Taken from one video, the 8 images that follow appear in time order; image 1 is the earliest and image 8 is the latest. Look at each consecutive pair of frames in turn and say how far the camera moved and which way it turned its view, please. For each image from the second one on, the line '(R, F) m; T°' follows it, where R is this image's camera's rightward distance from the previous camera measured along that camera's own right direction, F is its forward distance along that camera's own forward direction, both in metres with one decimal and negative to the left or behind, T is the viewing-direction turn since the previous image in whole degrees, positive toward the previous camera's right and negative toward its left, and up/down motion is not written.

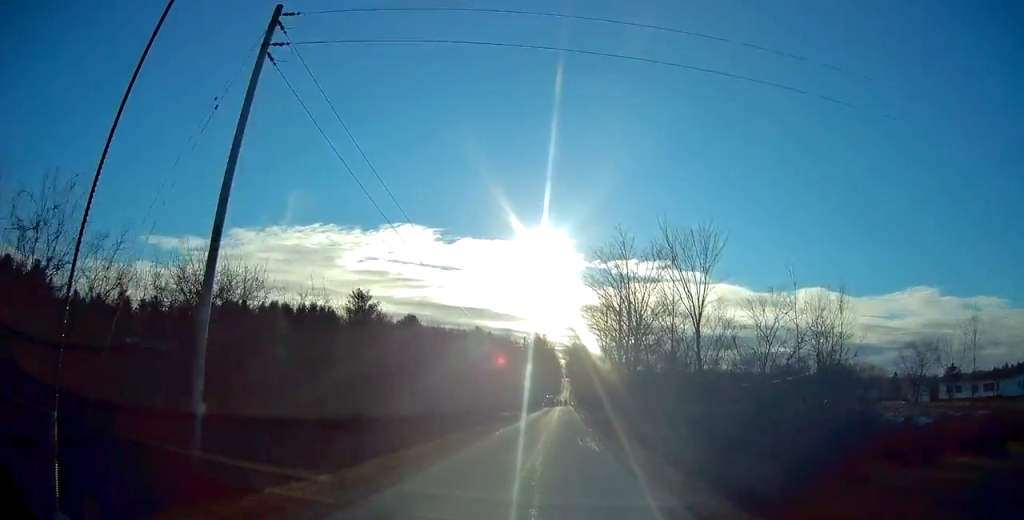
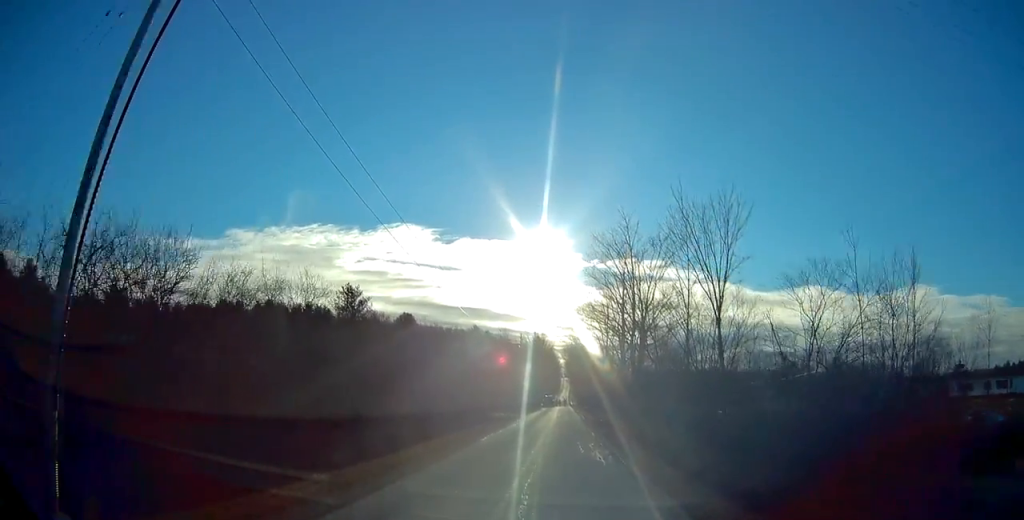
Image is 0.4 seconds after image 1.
(0.0, +4.0) m; 0°
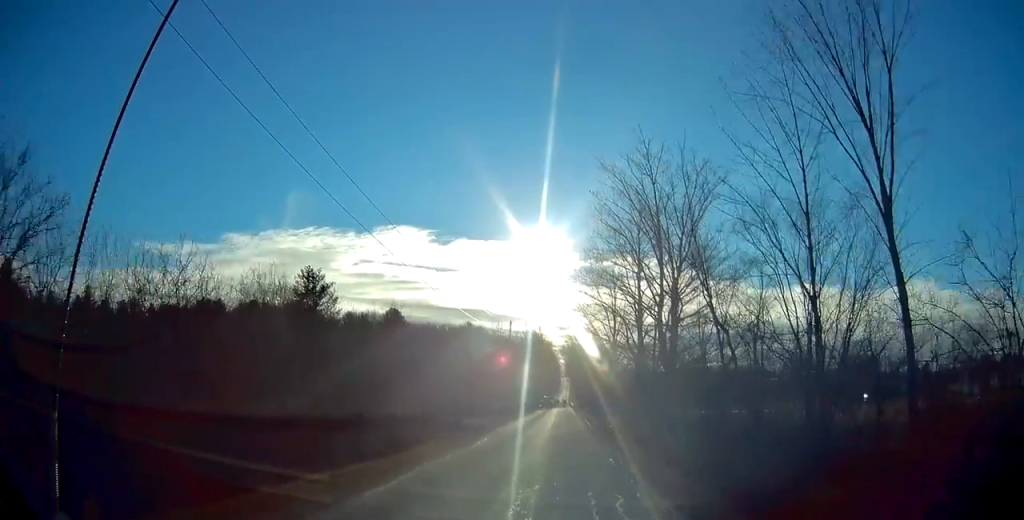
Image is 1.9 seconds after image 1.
(-0.5, +13.2) m; -4°
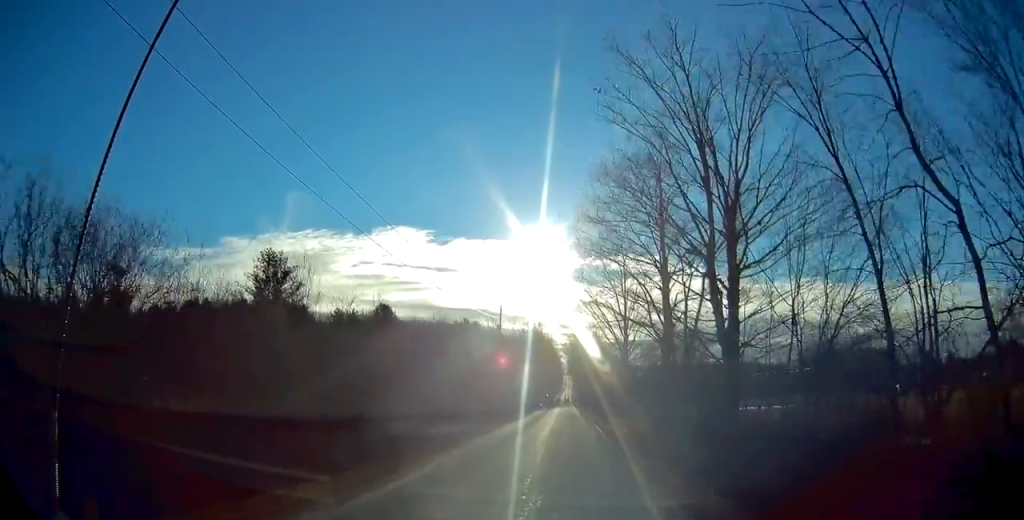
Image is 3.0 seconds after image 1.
(-0.1, +10.4) m; +1°
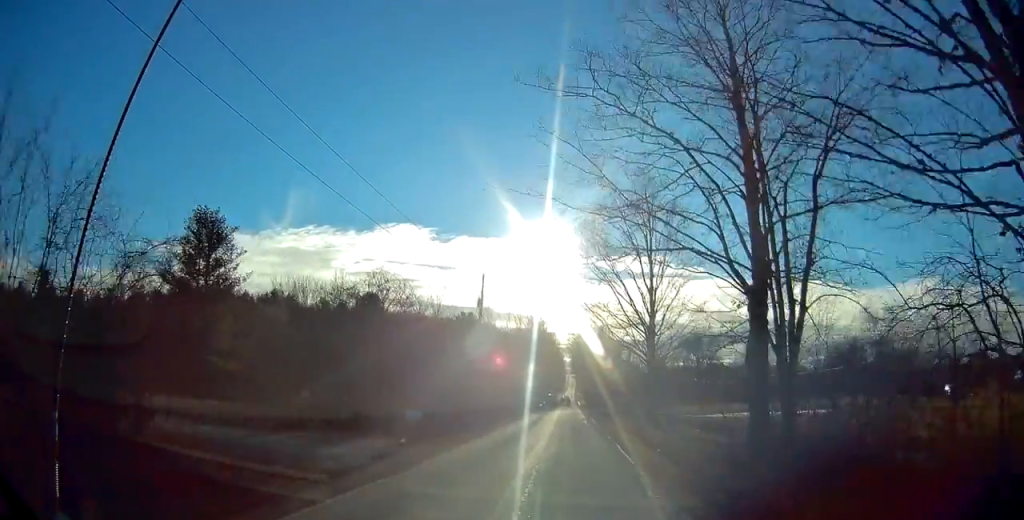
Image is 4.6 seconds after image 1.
(+0.2, +14.2) m; 0°
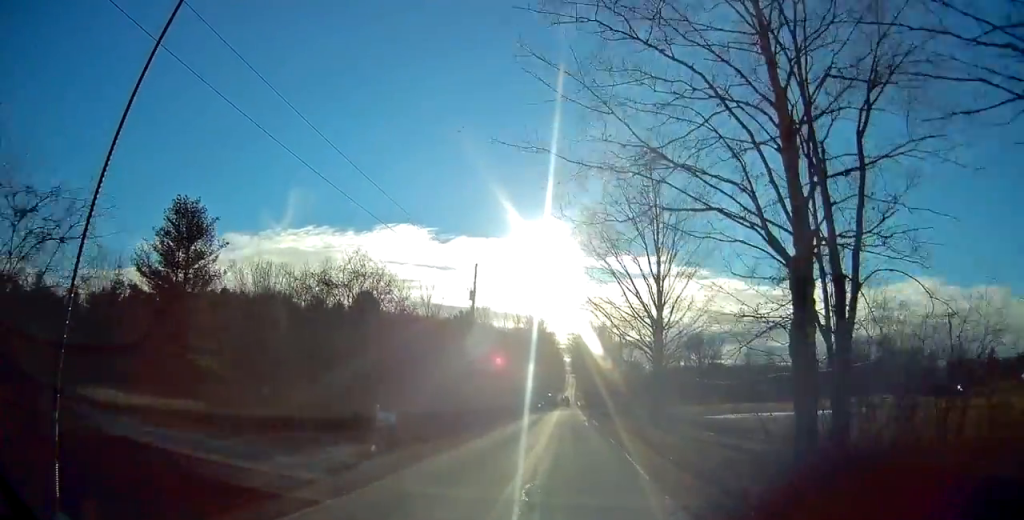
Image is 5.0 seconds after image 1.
(0.0, +3.1) m; -1°
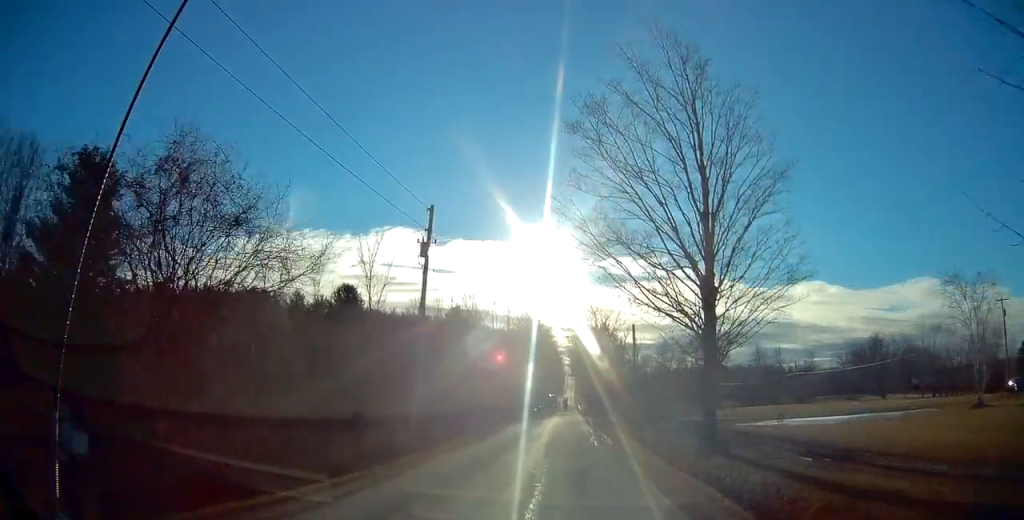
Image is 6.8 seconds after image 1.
(-0.2, +12.5) m; 0°
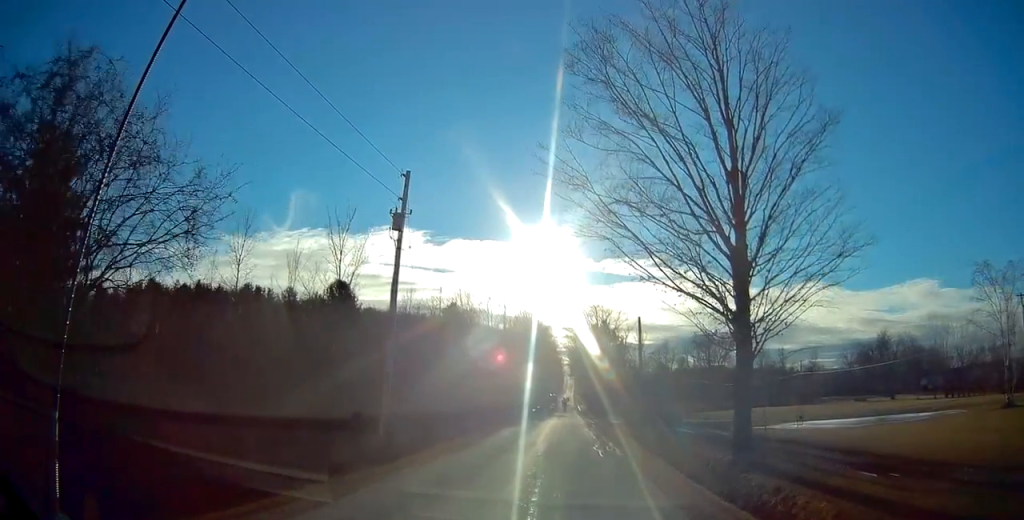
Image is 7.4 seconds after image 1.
(+0.2, +4.3) m; 0°
